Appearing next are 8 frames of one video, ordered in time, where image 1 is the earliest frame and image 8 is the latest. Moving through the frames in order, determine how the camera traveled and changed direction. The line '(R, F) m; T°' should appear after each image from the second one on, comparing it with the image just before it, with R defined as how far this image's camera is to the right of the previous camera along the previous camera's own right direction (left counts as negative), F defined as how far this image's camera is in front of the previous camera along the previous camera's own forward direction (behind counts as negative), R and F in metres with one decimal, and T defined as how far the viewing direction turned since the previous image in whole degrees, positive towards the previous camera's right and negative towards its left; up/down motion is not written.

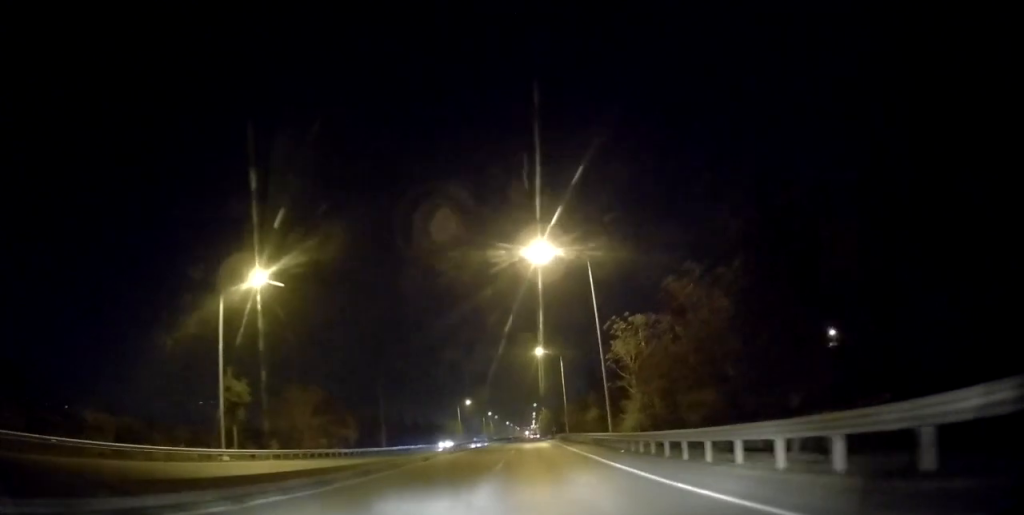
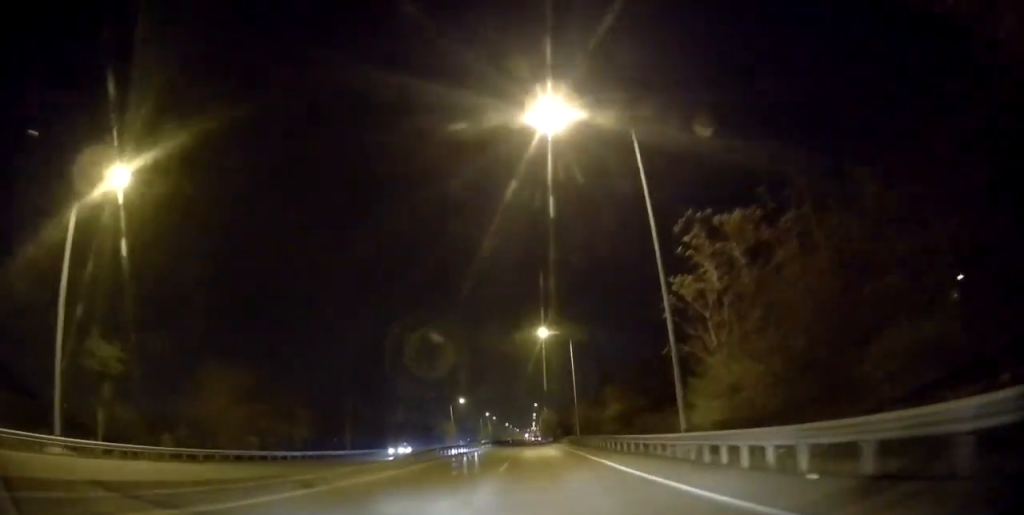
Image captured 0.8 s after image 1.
(-0.6, +17.1) m; -1°
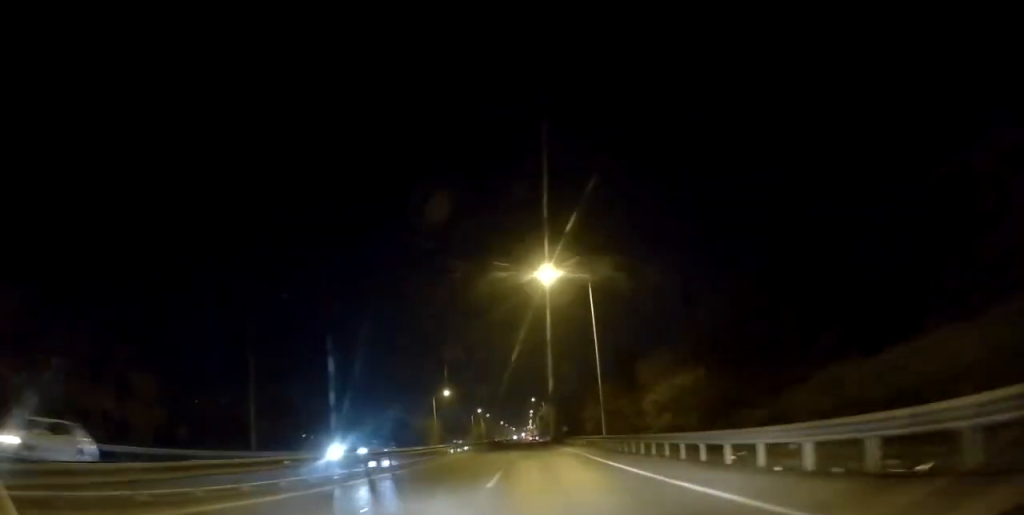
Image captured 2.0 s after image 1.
(+0.3, +24.1) m; +2°
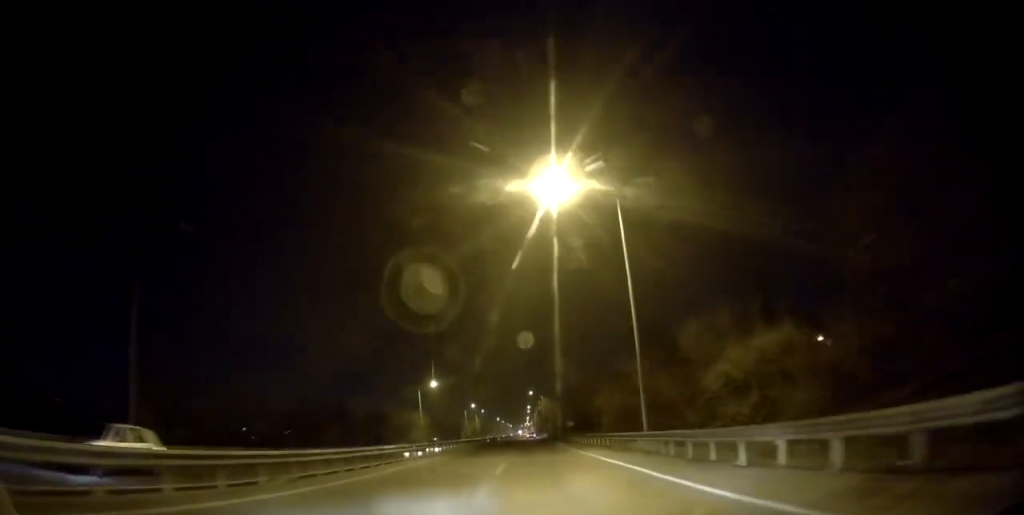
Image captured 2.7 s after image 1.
(+0.3, +15.1) m; 0°
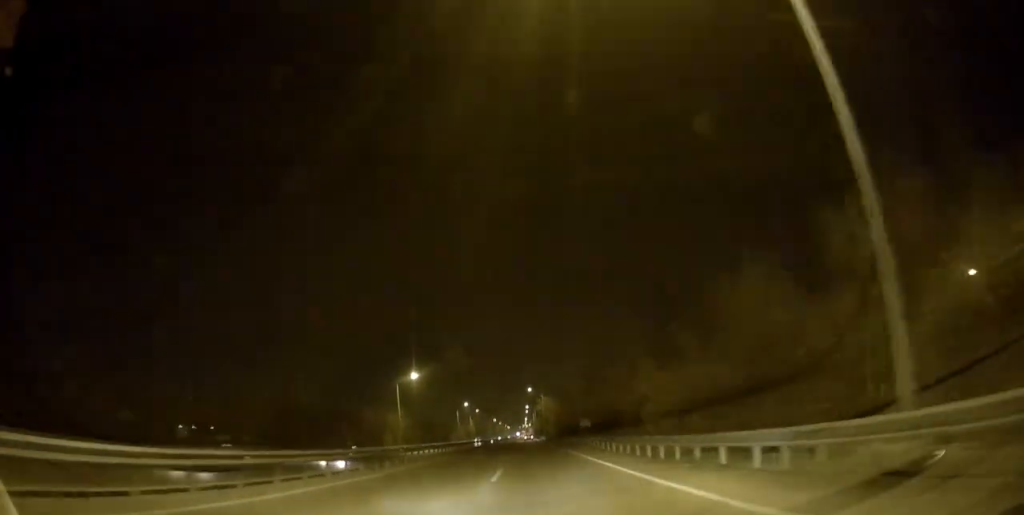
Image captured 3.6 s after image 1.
(-0.1, +19.2) m; -1°
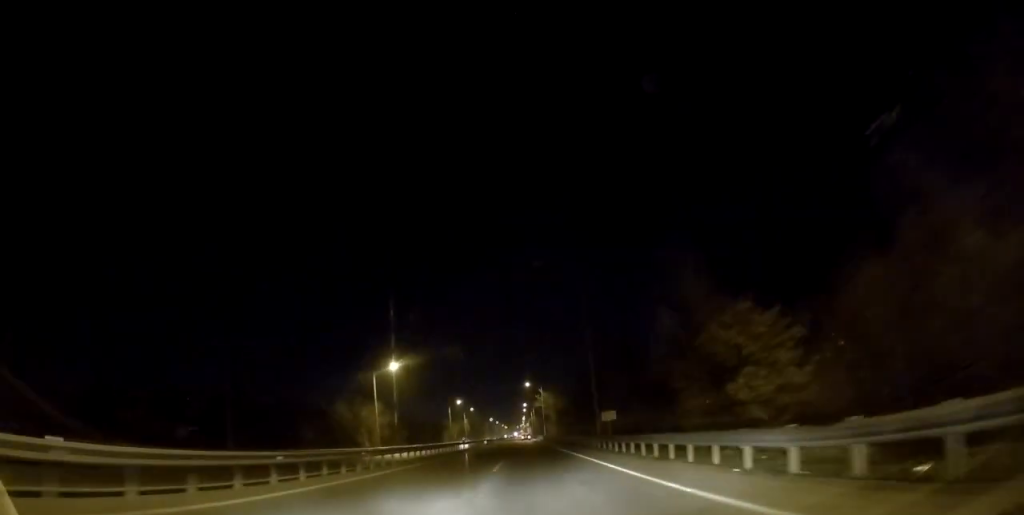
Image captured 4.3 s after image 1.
(-0.3, +13.9) m; -1°
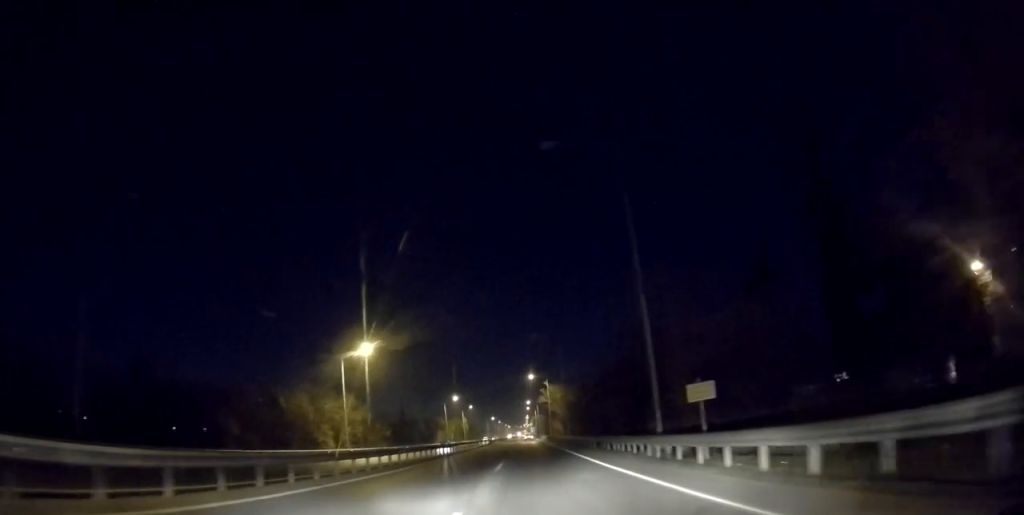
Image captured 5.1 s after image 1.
(+0.1, +17.0) m; +2°
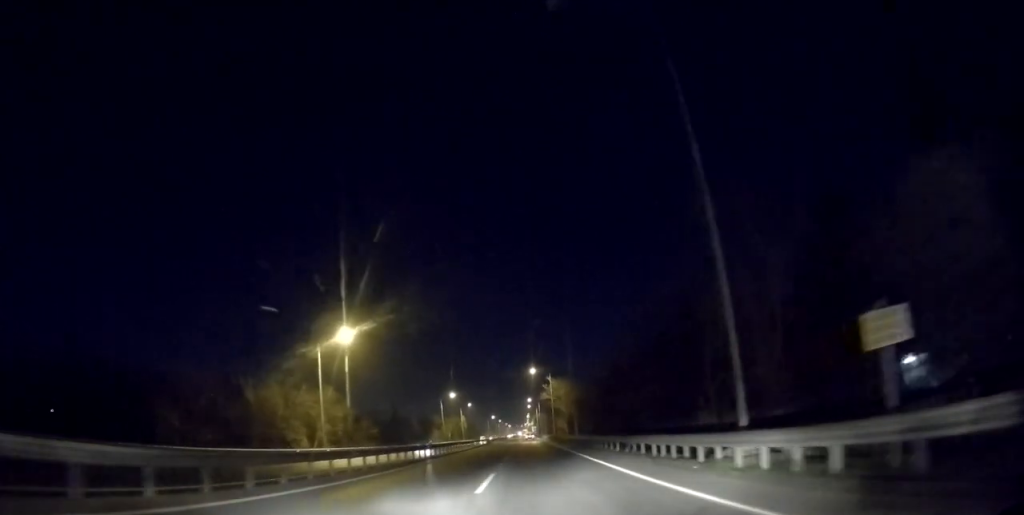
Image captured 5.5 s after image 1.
(+0.1, +9.1) m; +2°
